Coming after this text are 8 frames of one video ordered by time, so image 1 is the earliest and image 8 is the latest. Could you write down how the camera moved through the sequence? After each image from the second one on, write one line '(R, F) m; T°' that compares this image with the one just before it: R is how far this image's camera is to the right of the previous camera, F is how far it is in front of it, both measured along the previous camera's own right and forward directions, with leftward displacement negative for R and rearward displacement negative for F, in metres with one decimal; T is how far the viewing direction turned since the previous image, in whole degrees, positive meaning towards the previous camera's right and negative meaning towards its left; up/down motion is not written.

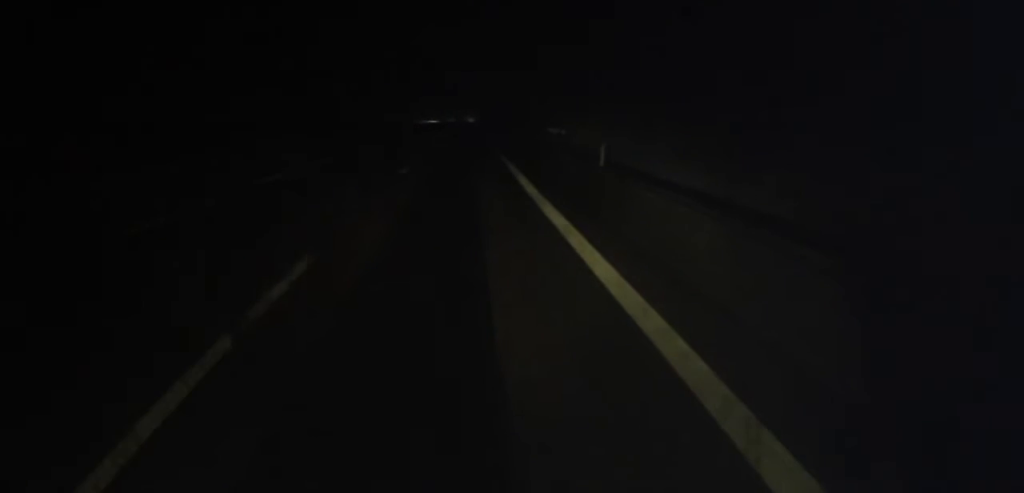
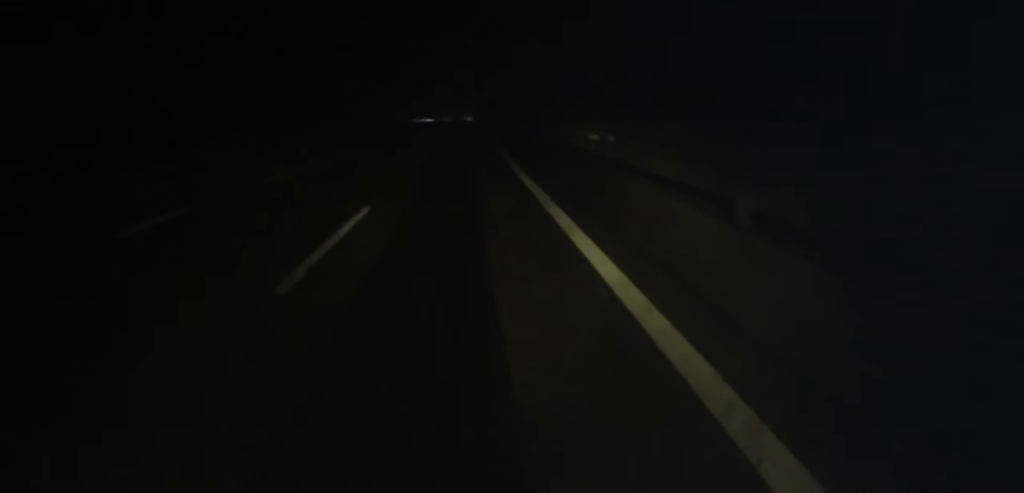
(+0.3, +13.5) m; 0°
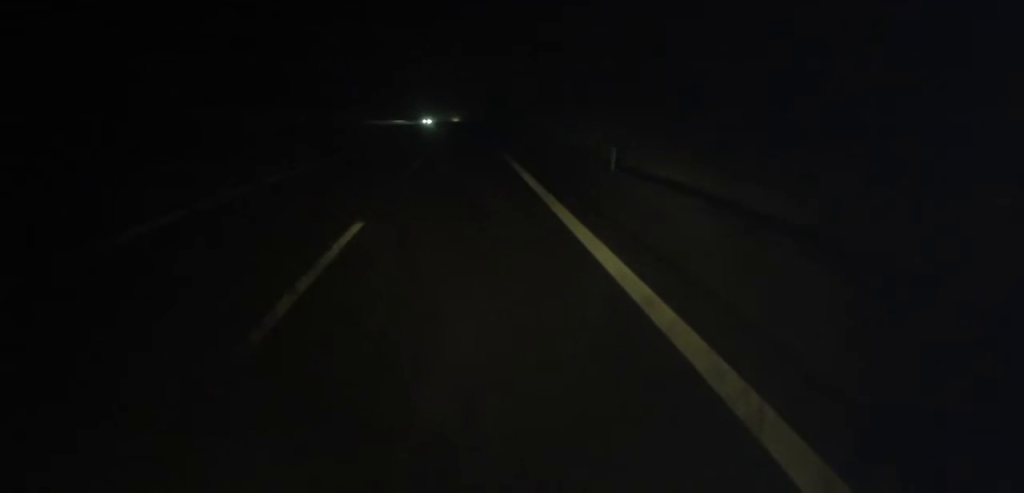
(-0.5, +37.3) m; -1°
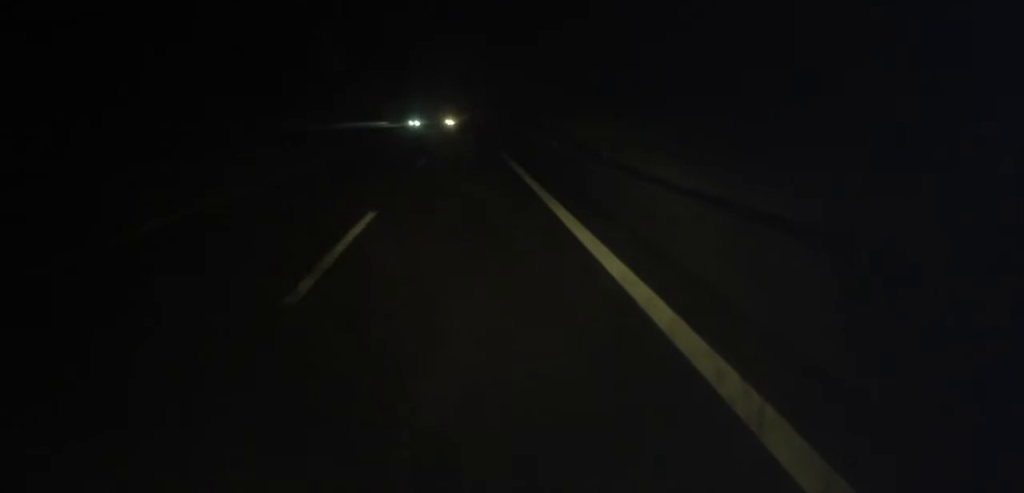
(0.0, +16.7) m; 0°
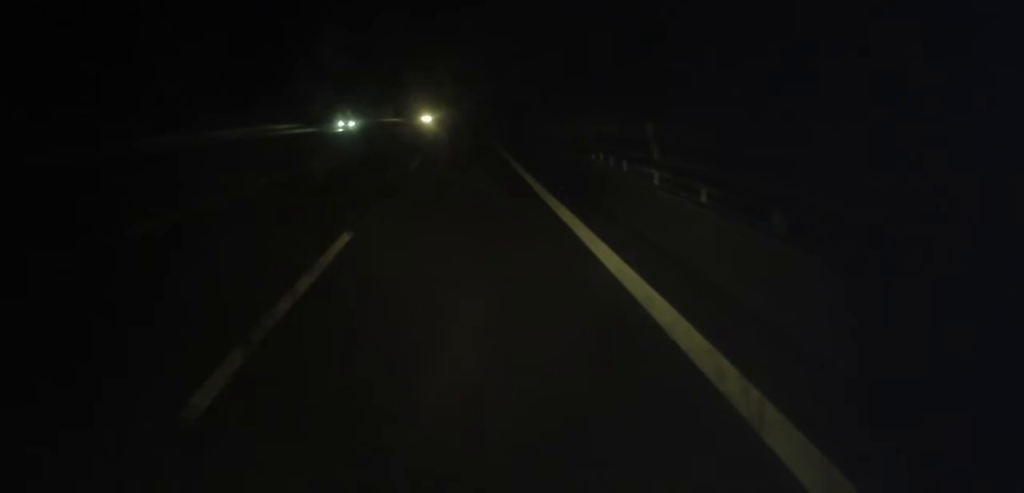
(+0.1, +38.1) m; +1°
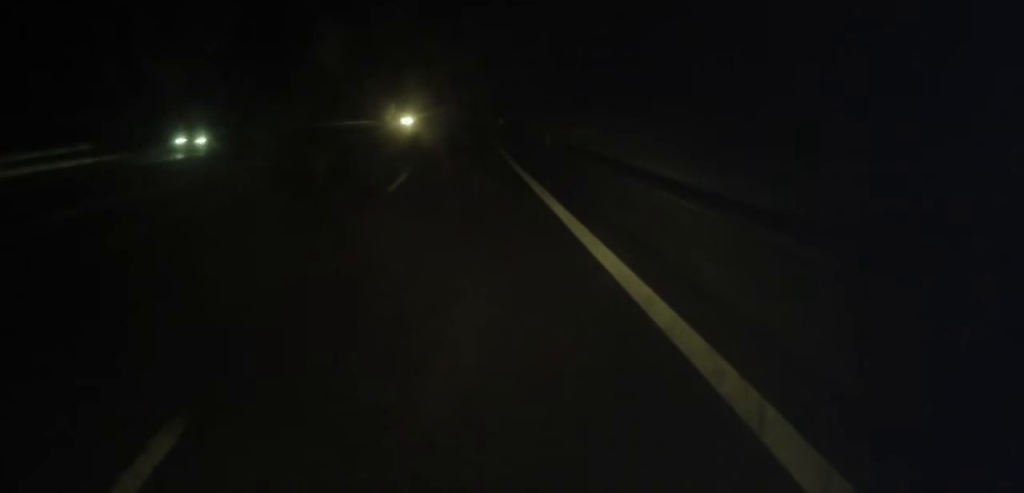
(+0.3, +23.8) m; +1°
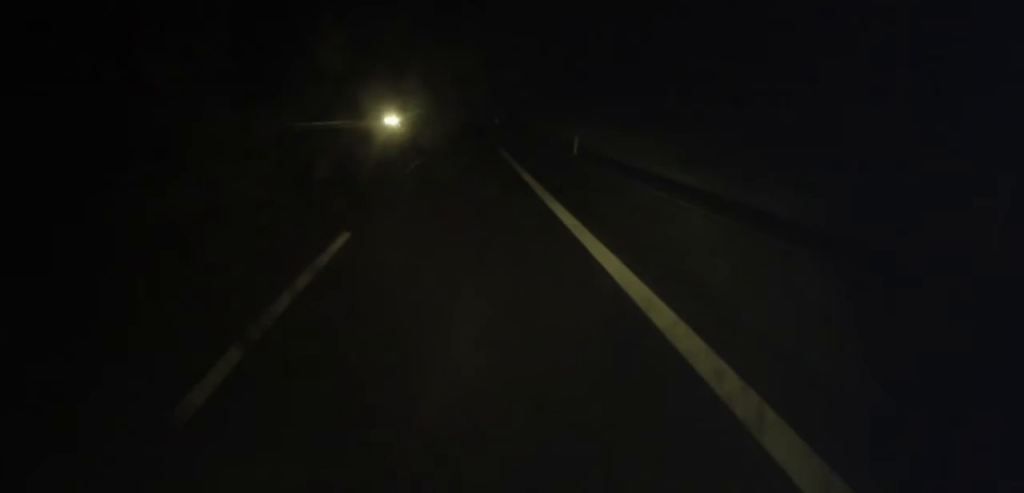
(+0.2, +11.9) m; 0°
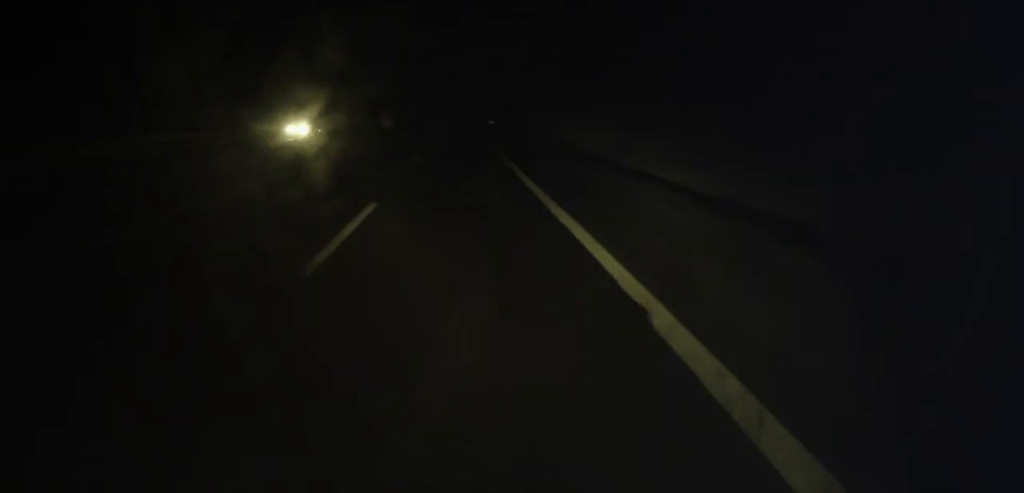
(-0.2, +32.0) m; 0°
